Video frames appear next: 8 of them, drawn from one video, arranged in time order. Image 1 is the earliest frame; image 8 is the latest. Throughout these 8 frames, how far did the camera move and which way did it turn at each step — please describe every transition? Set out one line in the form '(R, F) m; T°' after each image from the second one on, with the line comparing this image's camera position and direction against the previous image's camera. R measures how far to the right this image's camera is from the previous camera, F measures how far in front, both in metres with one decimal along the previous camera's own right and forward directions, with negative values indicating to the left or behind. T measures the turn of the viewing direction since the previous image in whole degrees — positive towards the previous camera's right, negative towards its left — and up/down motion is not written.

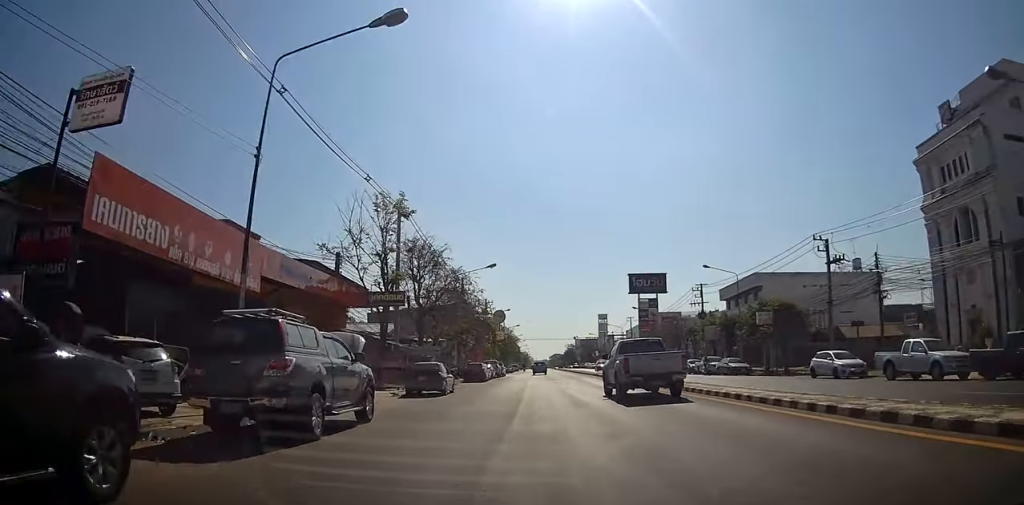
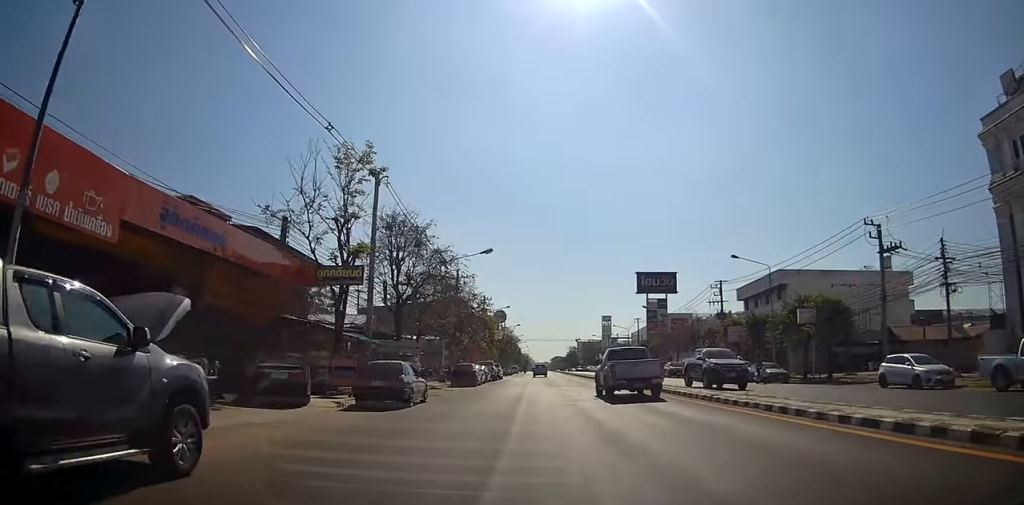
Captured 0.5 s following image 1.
(-0.1, +7.2) m; -1°
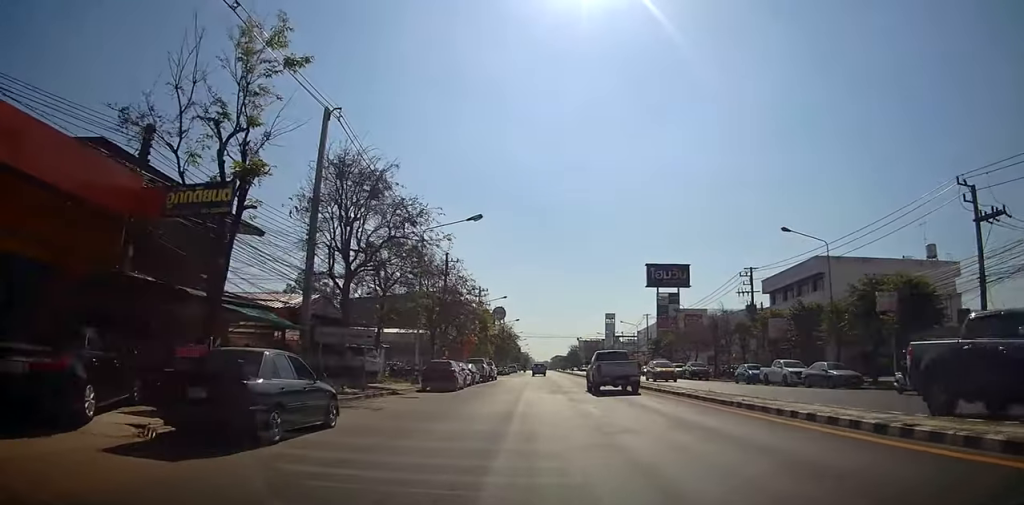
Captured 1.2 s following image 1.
(-0.1, +10.5) m; 0°
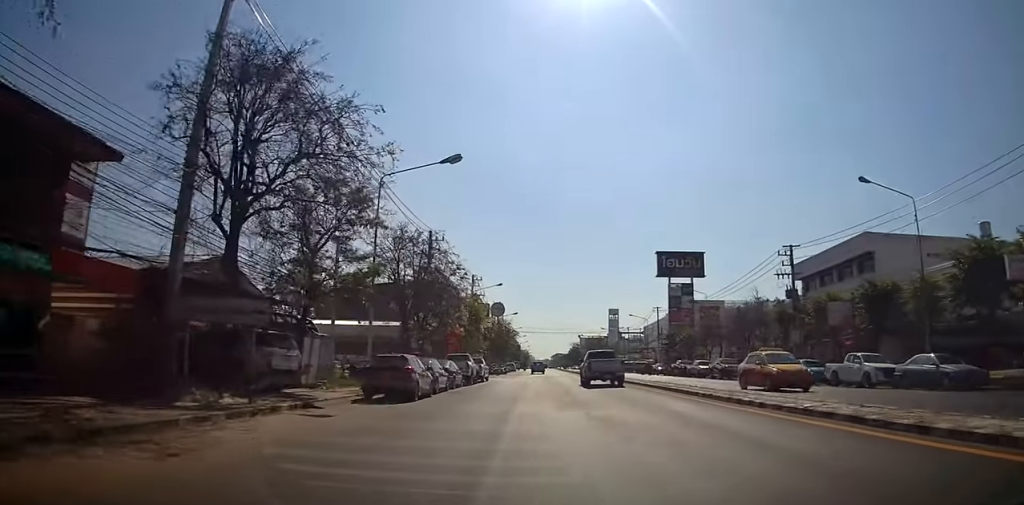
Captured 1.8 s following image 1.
(-0.1, +10.9) m; 0°
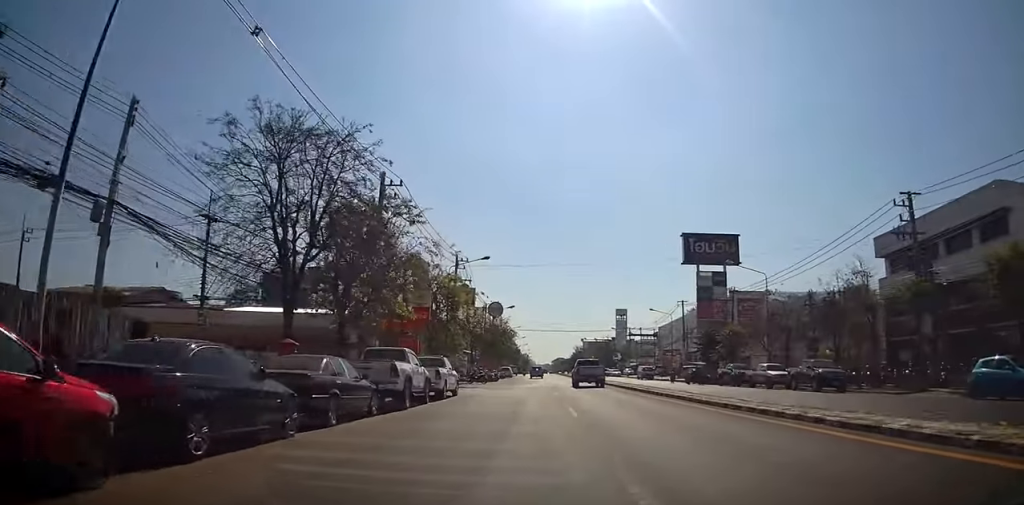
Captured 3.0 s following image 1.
(+0.2, +17.9) m; 0°
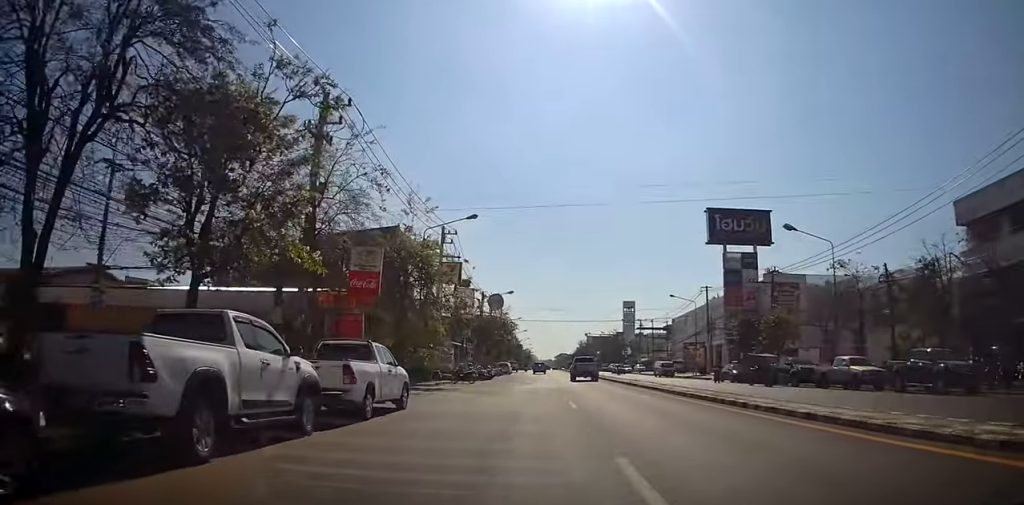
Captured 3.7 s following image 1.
(-0.1, +11.0) m; -1°
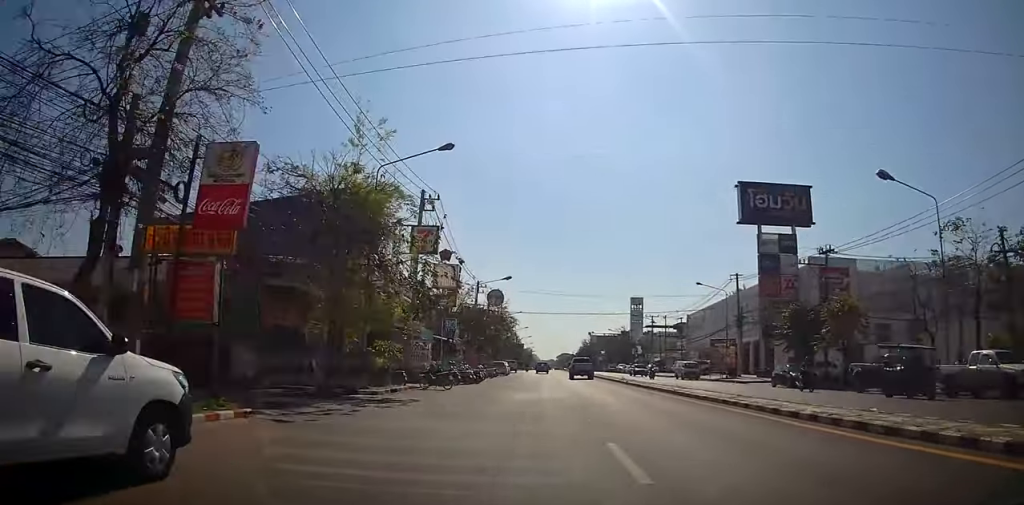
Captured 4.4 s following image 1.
(0.0, +10.8) m; +1°
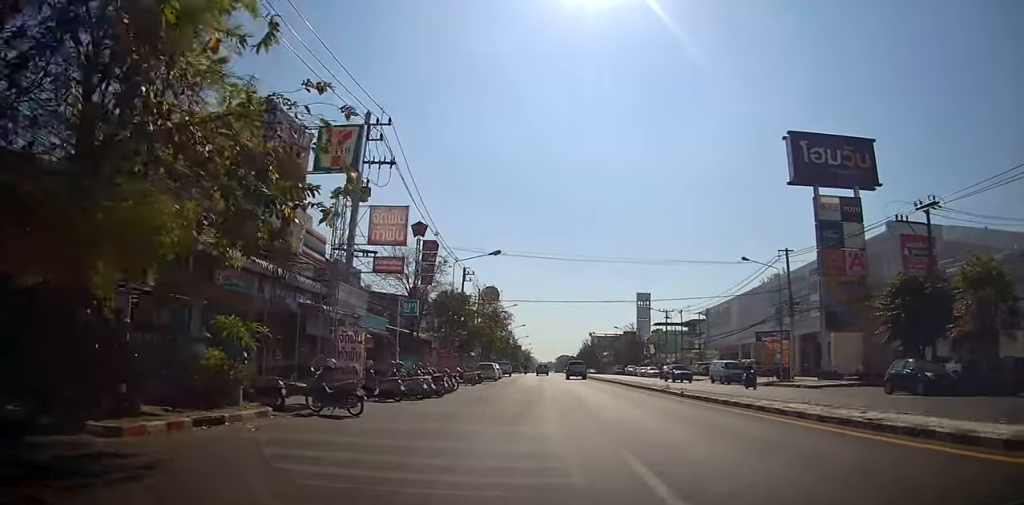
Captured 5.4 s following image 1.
(+0.2, +13.7) m; 0°
